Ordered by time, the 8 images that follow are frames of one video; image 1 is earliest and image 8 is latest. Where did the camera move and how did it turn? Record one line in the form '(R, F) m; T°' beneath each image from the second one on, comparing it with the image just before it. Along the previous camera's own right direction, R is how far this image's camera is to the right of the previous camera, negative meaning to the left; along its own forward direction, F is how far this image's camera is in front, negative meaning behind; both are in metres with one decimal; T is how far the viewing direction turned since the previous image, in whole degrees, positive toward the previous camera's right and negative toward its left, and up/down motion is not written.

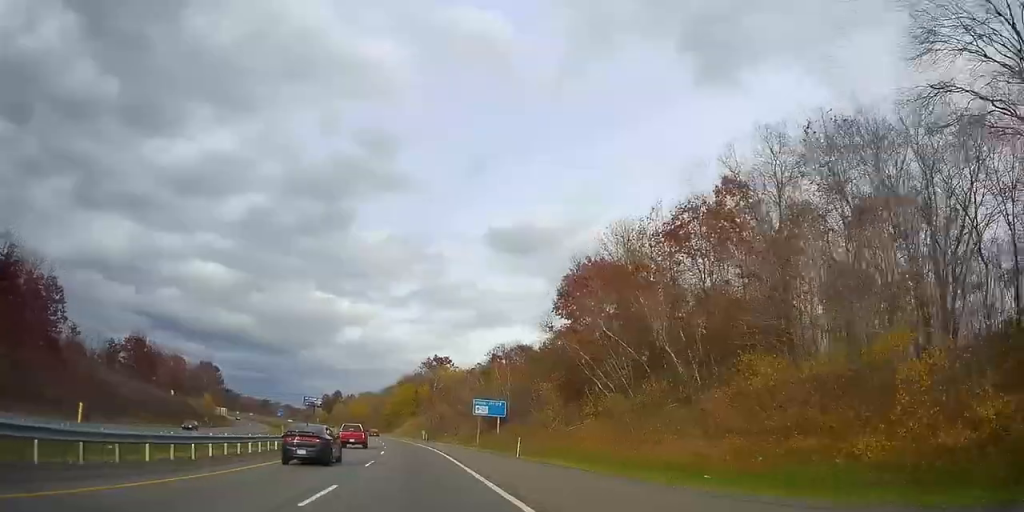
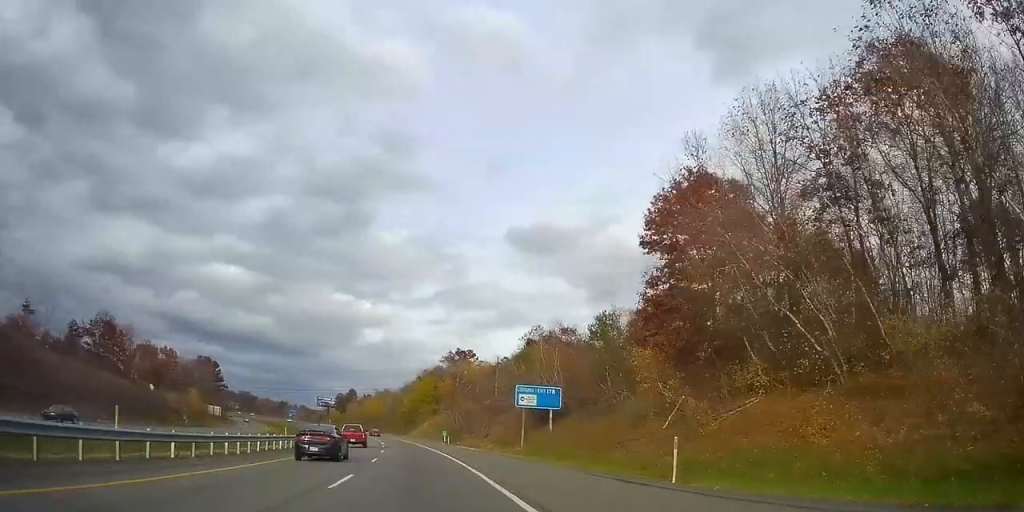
(0.0, +21.2) m; 0°
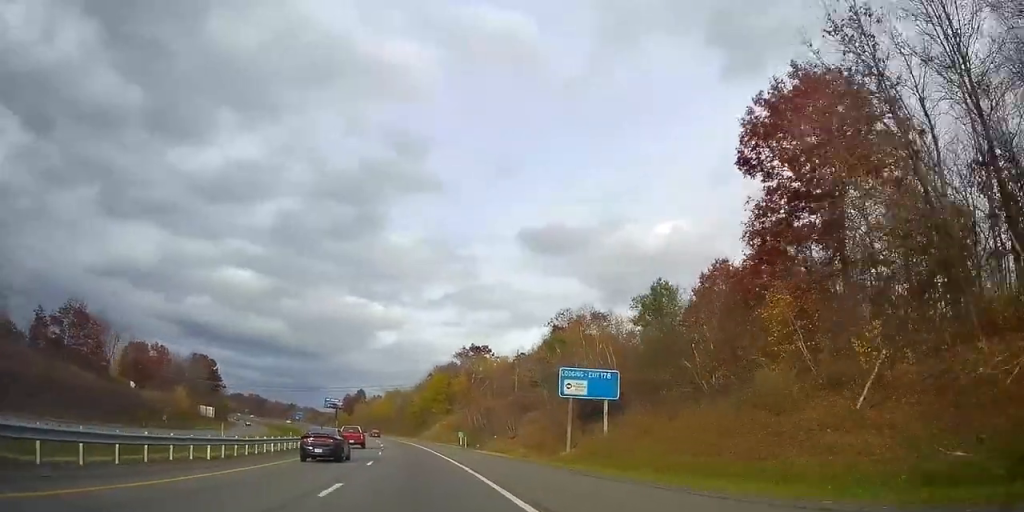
(0.0, +13.4) m; 0°
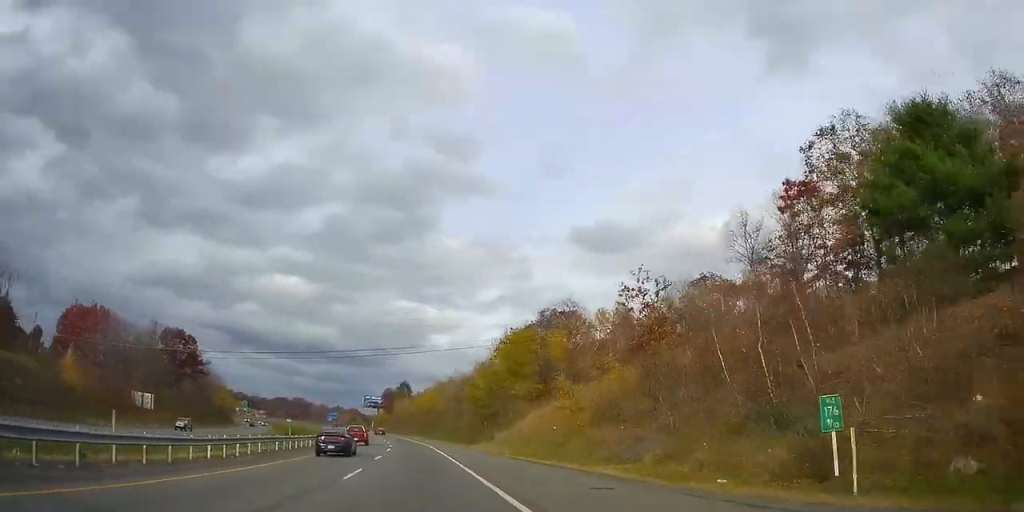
(0.0, +55.9) m; 0°
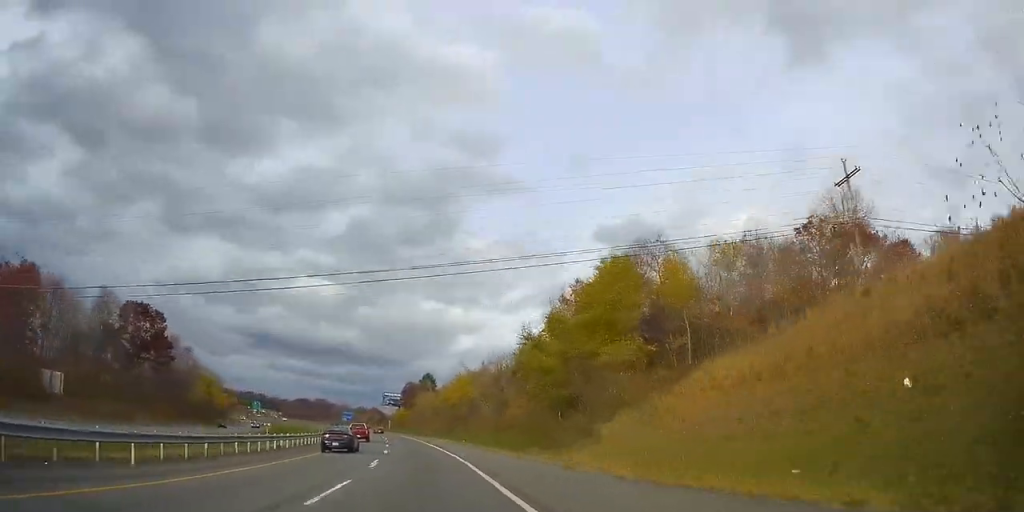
(0.0, +30.0) m; 0°
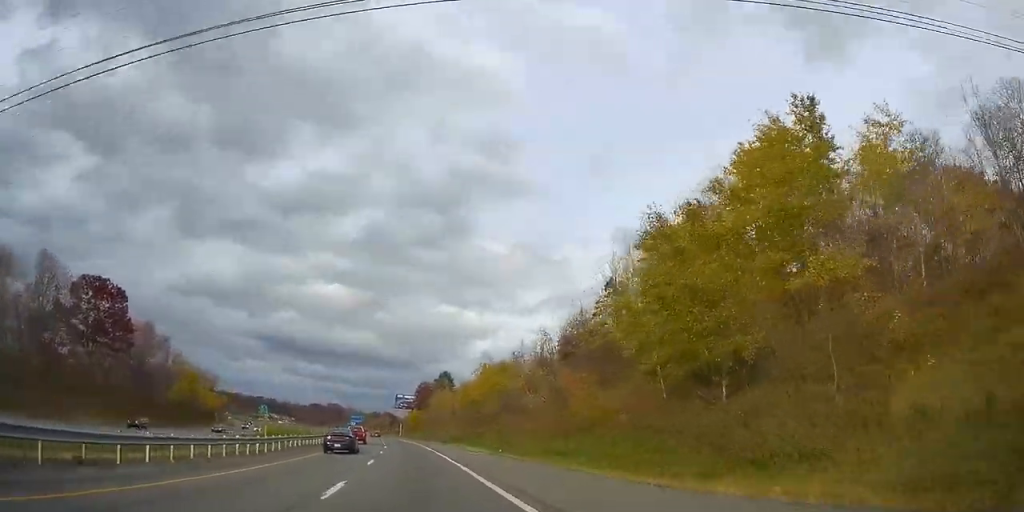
(0.0, +21.7) m; 0°
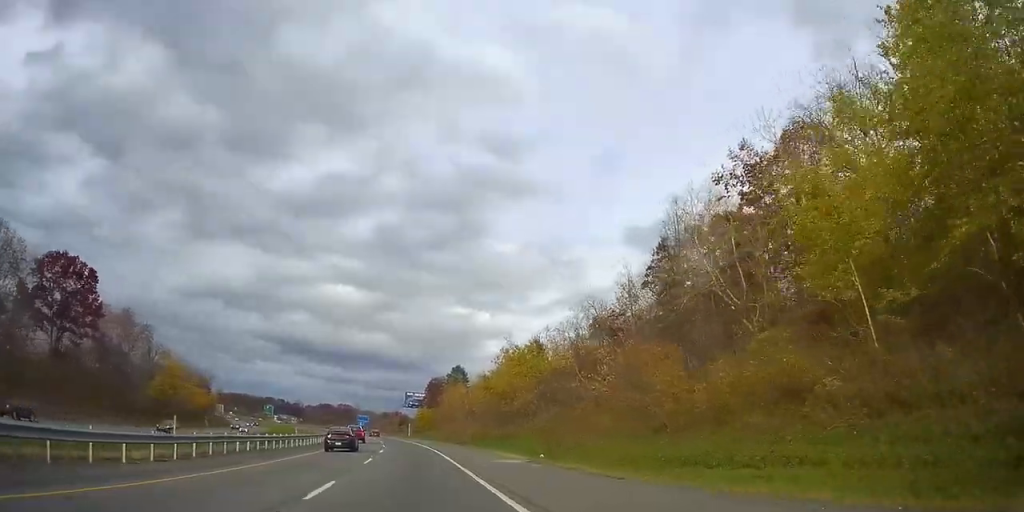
(0.0, +12.9) m; 0°
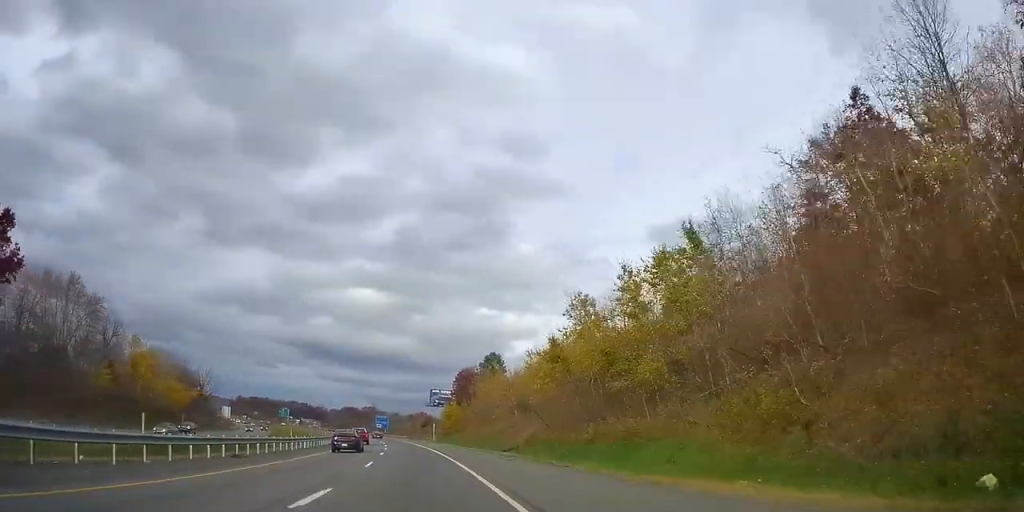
(-0.1, +25.9) m; -4°
